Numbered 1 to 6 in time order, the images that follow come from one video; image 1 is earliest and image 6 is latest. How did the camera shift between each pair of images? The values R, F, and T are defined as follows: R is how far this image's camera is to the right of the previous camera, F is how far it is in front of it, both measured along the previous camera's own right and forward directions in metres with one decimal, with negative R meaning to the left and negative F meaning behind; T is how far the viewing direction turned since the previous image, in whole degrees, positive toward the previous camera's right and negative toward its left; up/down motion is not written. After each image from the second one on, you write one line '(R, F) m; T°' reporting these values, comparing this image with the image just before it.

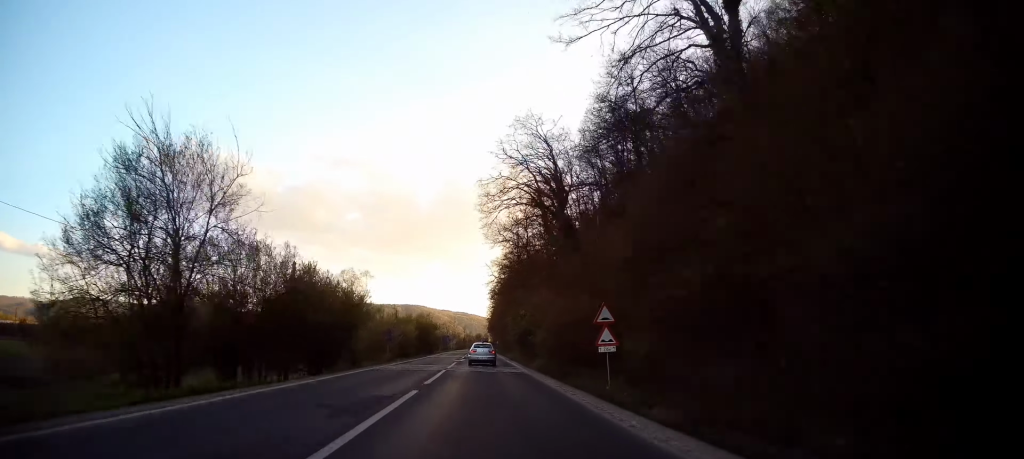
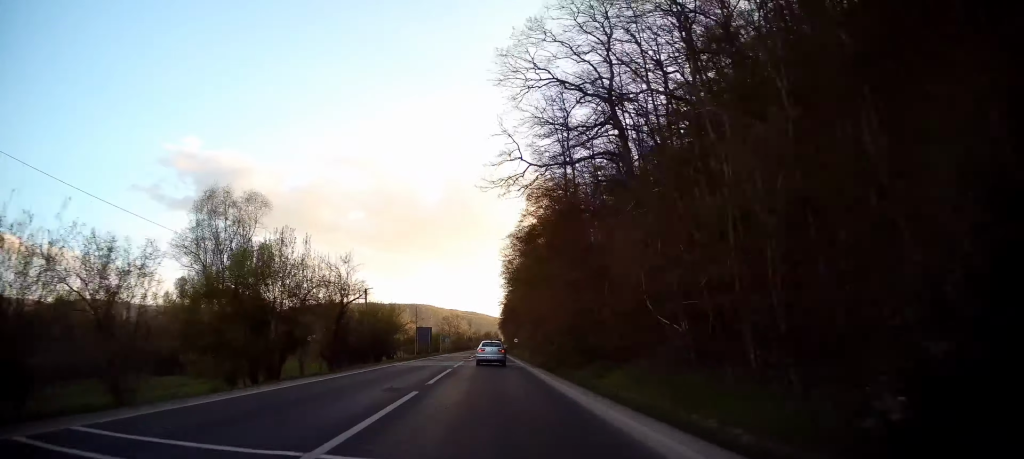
(-0.9, +57.5) m; -2°
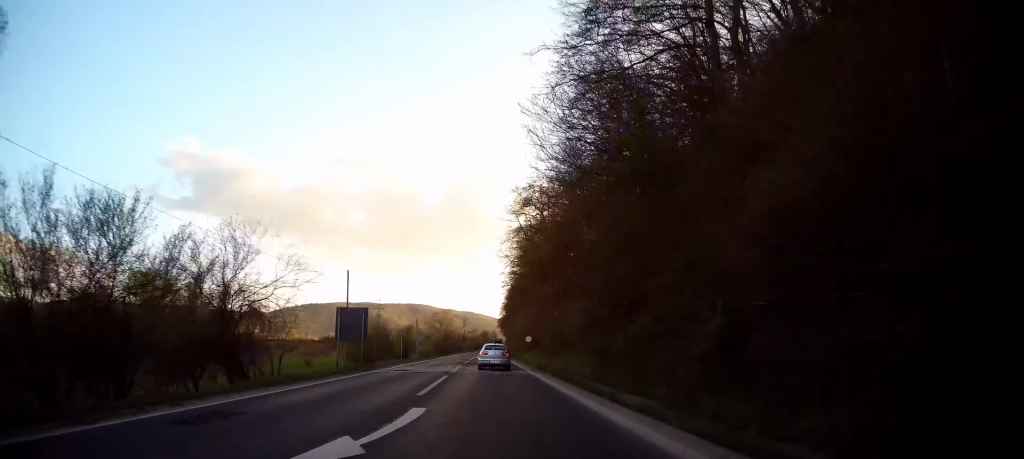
(+0.5, +36.1) m; 0°
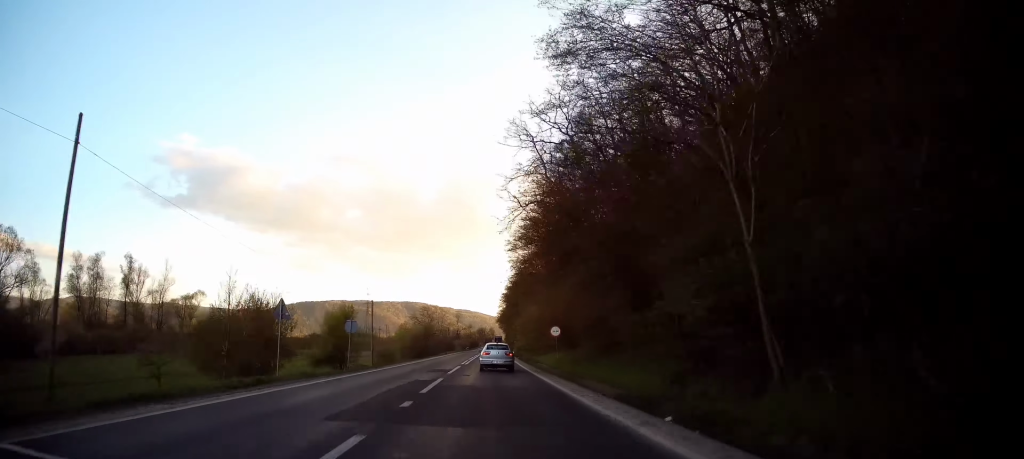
(-0.2, +27.5) m; 0°
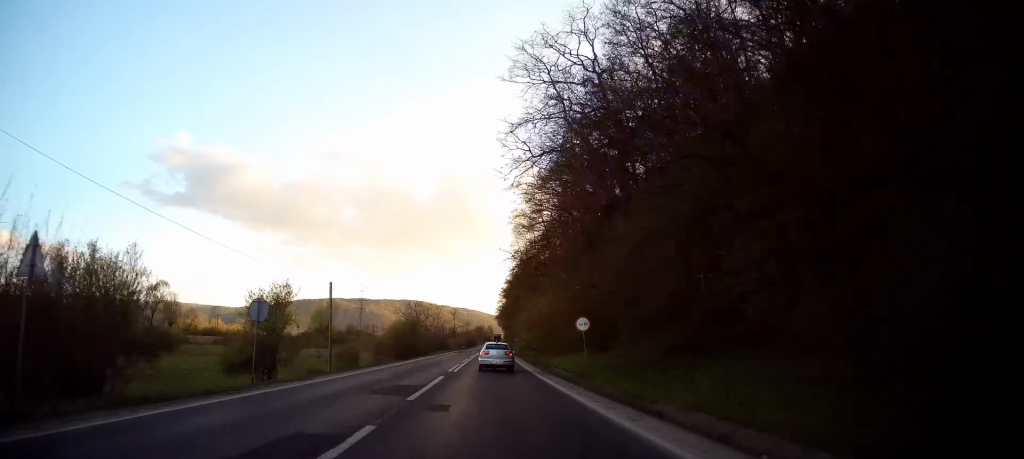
(0.0, +11.8) m; +1°
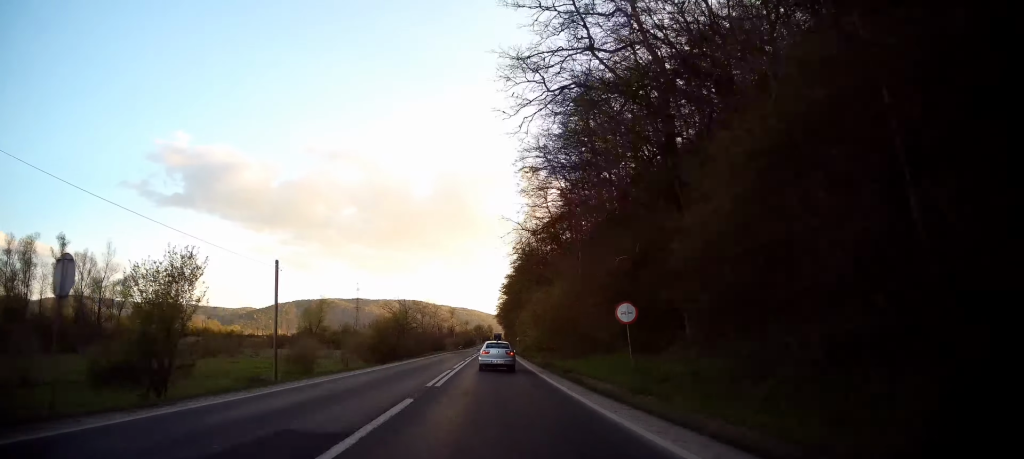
(+0.1, +8.8) m; +1°
